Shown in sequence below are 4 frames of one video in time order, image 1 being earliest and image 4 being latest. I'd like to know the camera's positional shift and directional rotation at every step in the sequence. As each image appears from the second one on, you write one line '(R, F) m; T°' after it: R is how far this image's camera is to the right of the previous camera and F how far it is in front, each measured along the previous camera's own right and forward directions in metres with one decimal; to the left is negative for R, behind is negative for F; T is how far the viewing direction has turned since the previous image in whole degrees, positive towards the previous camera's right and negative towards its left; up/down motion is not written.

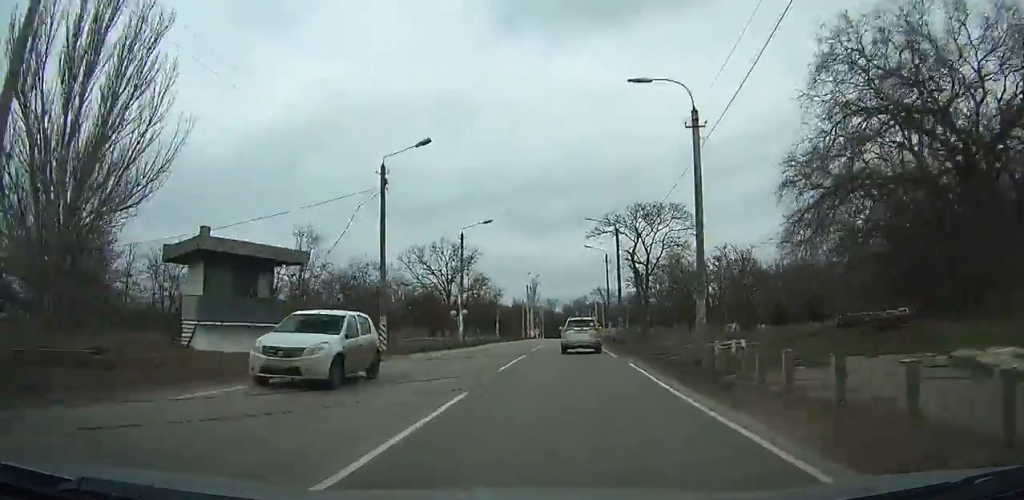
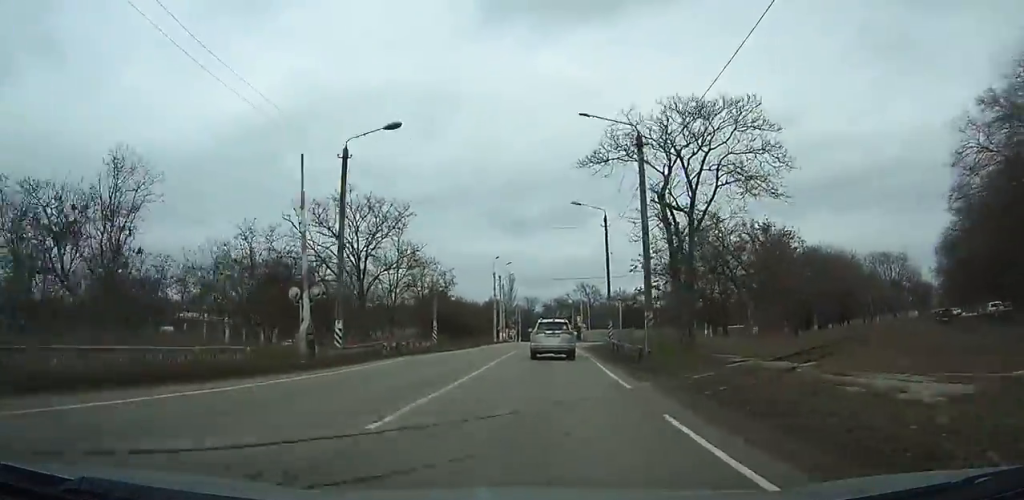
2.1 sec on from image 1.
(+0.6, +23.6) m; +2°
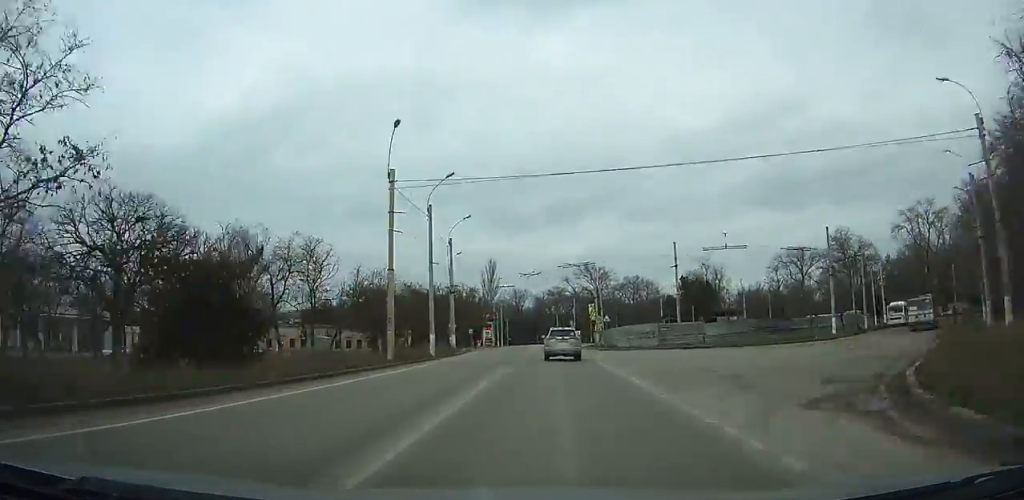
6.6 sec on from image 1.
(+1.6, +50.7) m; +2°
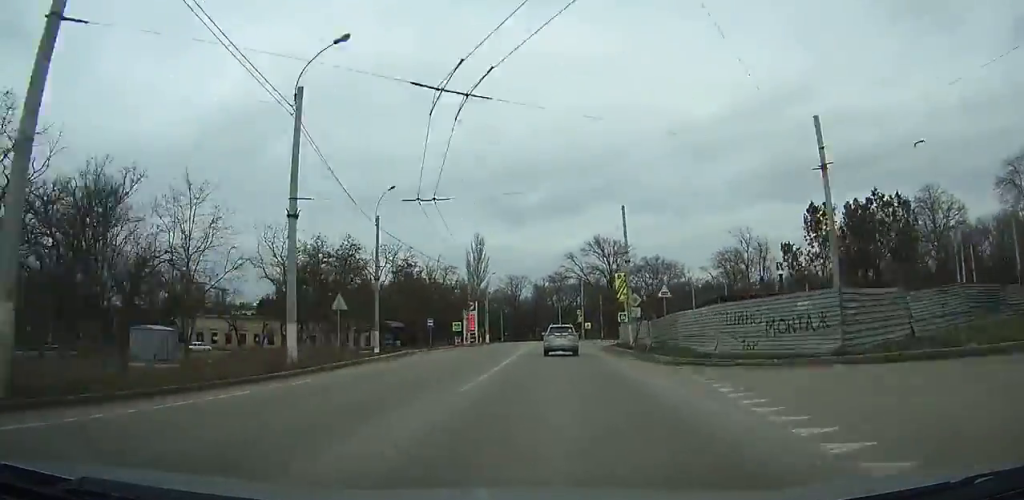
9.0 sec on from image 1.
(-0.1, +30.8) m; 0°
